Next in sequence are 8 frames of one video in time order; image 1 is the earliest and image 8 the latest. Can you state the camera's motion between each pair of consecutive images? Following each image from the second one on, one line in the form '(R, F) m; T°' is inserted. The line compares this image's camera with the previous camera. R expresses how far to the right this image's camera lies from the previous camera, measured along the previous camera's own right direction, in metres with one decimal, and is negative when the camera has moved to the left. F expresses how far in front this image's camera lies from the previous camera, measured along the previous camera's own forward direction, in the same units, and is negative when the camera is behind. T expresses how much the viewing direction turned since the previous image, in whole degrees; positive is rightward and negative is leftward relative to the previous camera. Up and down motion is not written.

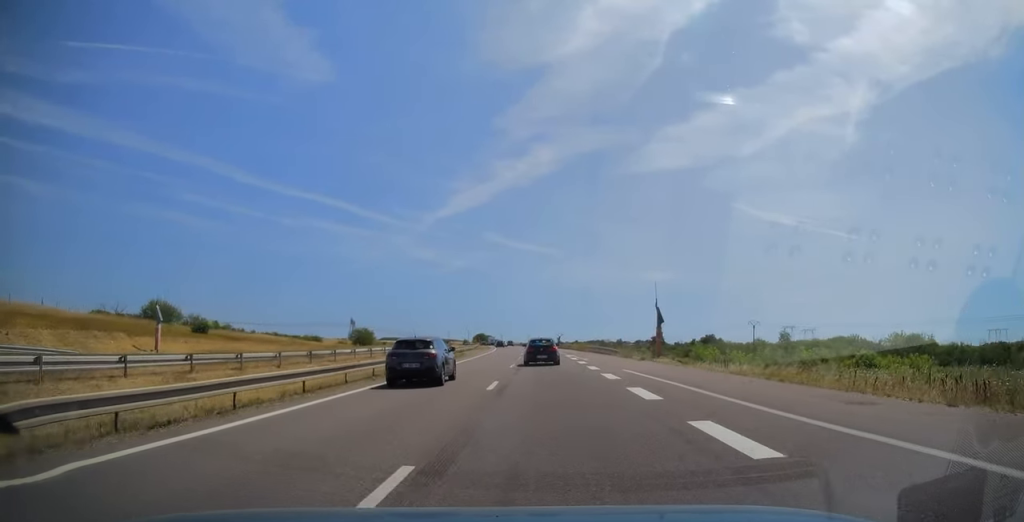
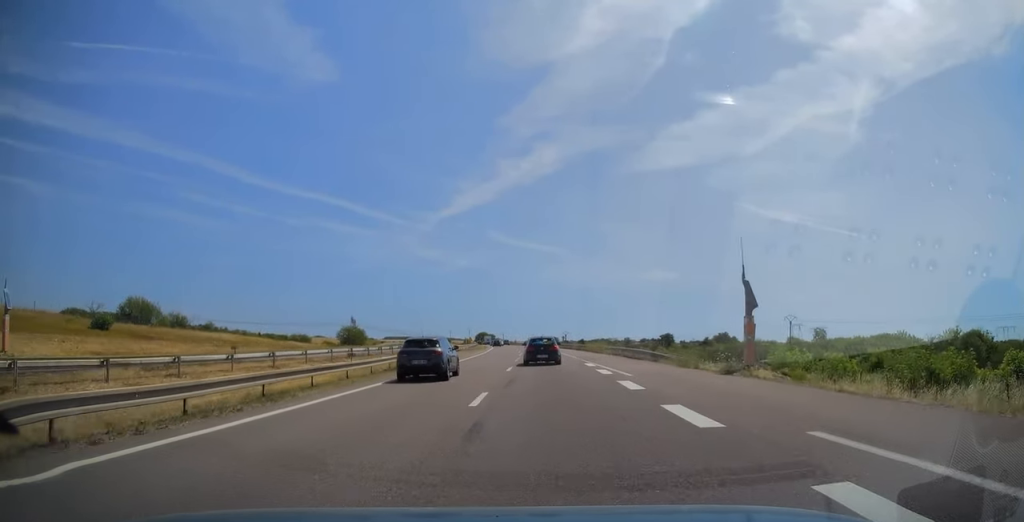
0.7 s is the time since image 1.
(-0.2, +17.1) m; -1°
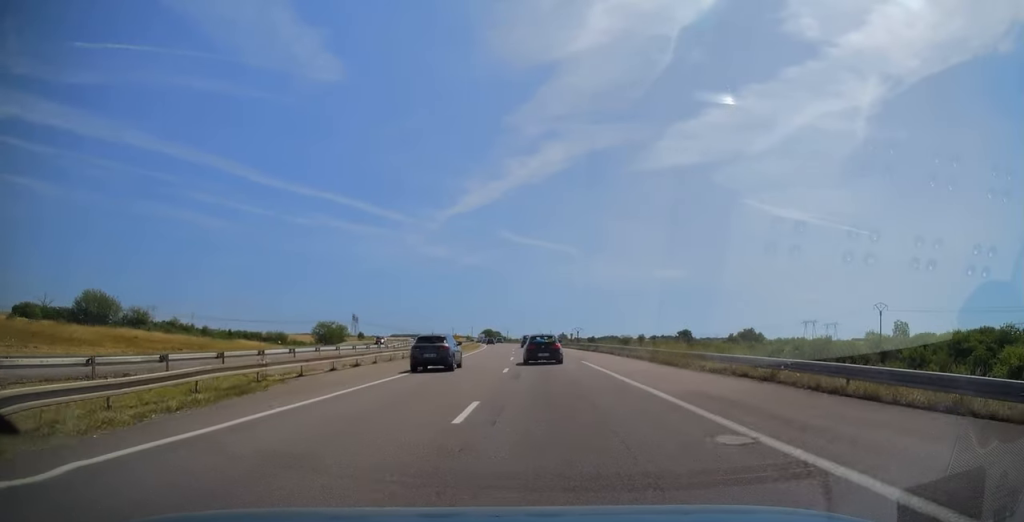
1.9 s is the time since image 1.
(-0.2, +28.8) m; -1°
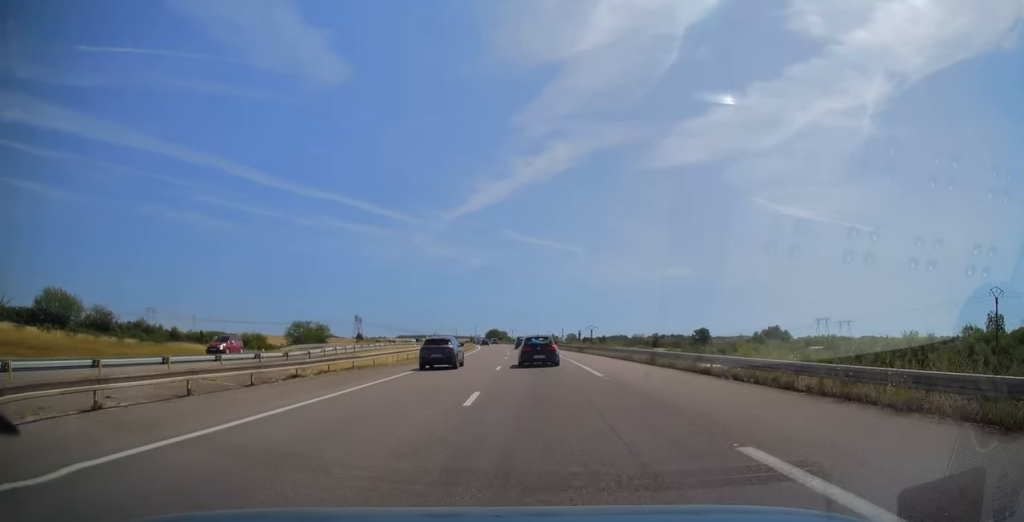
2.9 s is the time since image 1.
(-0.2, +23.2) m; -1°
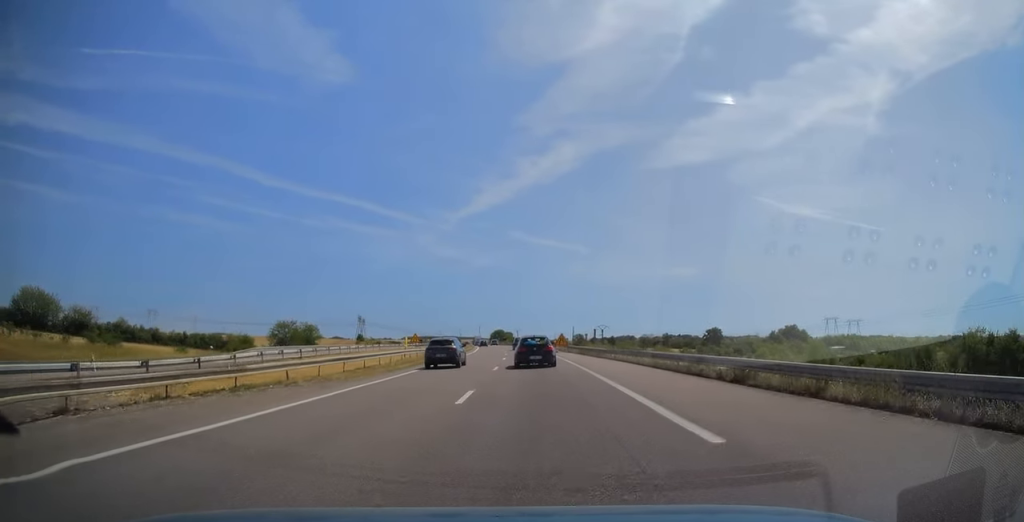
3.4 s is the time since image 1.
(-0.1, +12.9) m; 0°
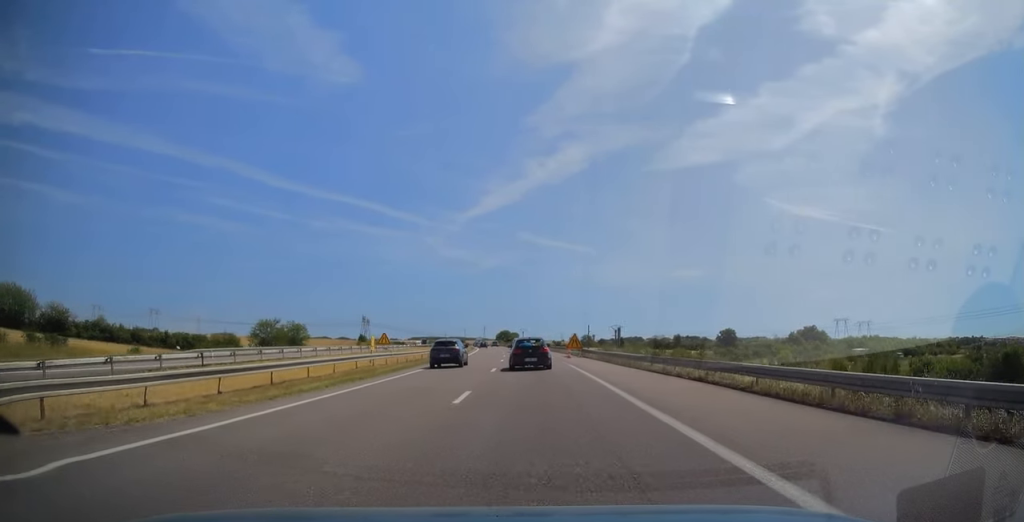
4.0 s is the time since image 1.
(0.0, +12.8) m; 0°
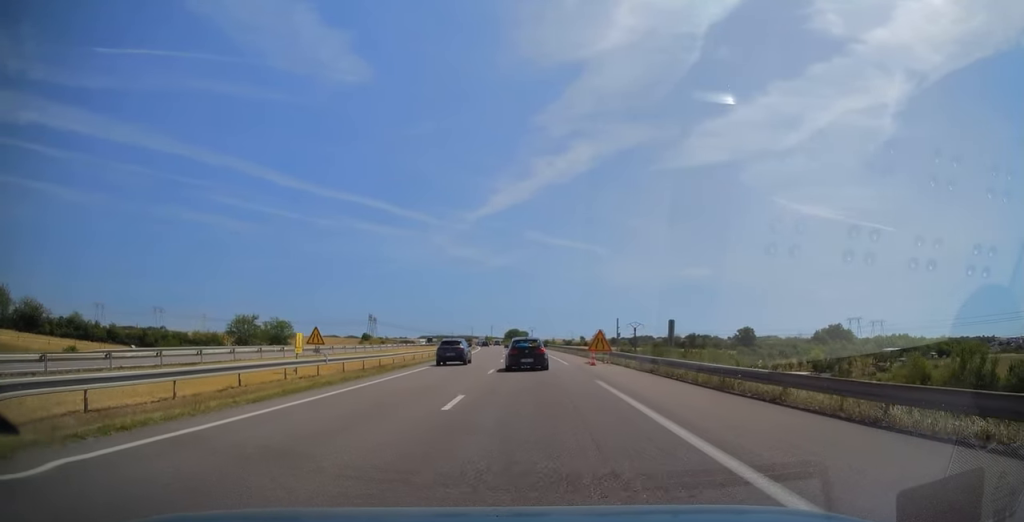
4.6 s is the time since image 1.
(0.0, +14.3) m; -1°
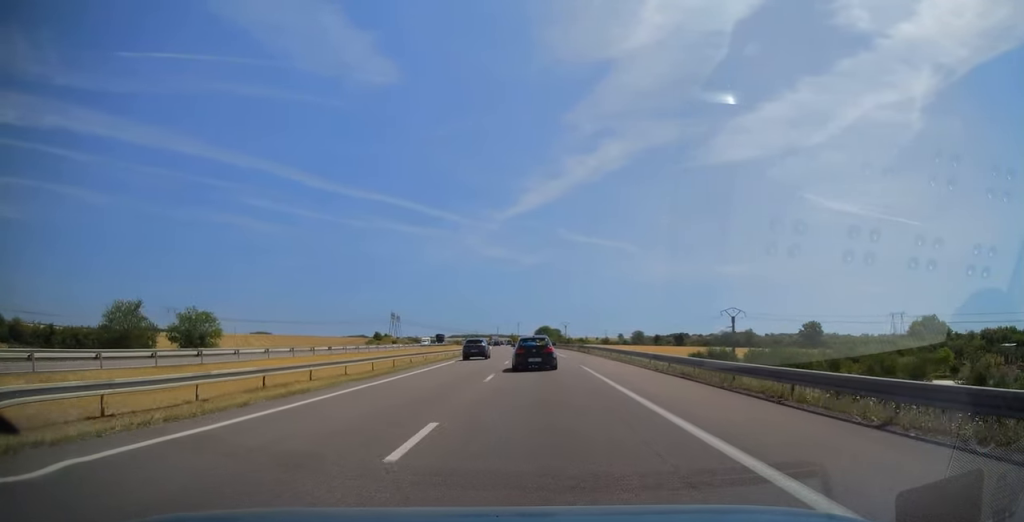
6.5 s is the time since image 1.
(-1.7, +44.3) m; -4°
